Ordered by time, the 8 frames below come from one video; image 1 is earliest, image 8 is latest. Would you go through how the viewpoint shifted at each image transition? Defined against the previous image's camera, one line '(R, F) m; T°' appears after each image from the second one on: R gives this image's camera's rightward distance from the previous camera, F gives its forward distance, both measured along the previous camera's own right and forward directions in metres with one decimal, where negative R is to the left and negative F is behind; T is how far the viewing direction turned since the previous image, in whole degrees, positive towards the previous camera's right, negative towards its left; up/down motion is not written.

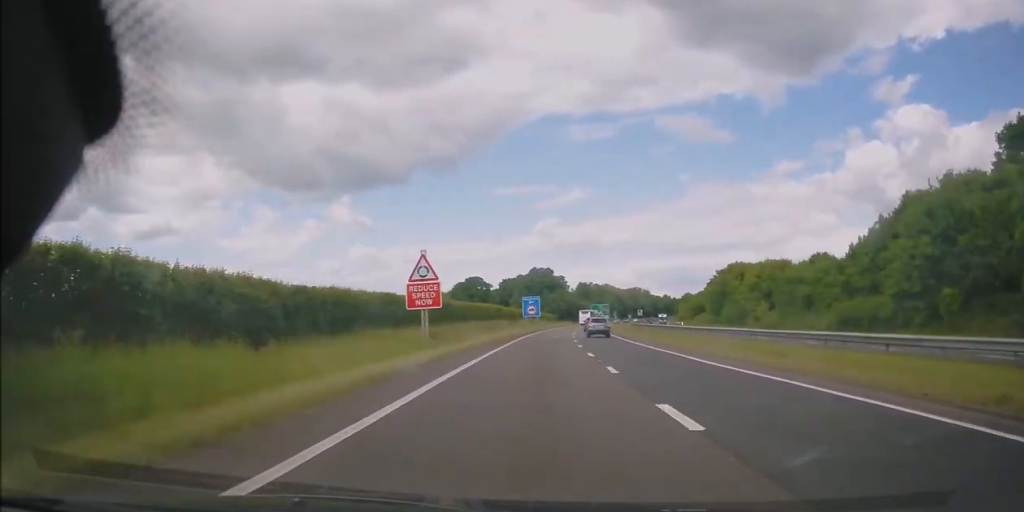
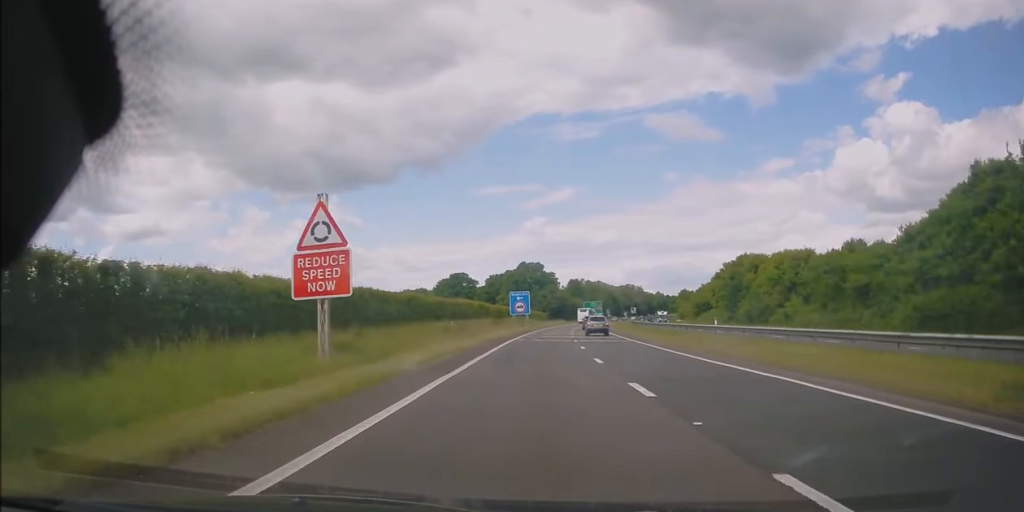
(+0.1, +12.1) m; +1°
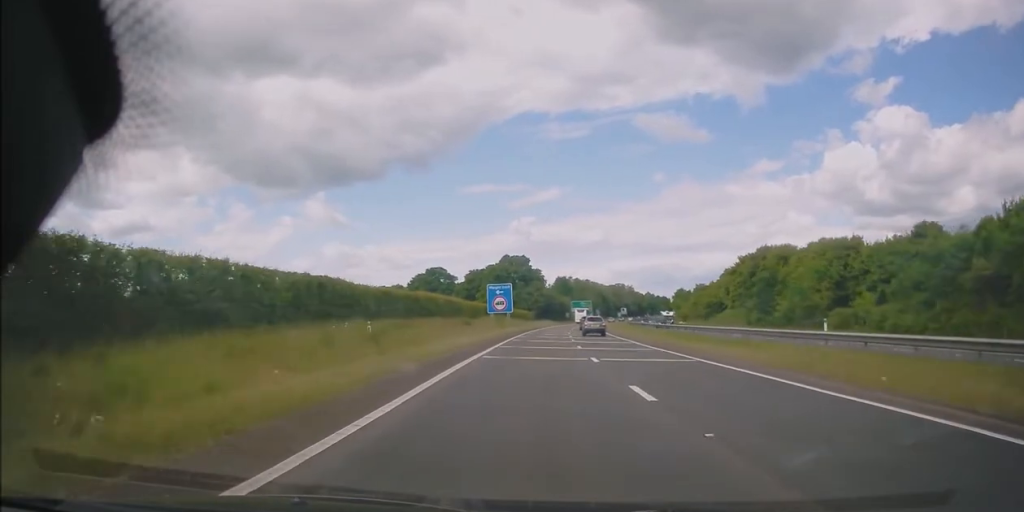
(+0.2, +17.2) m; +1°
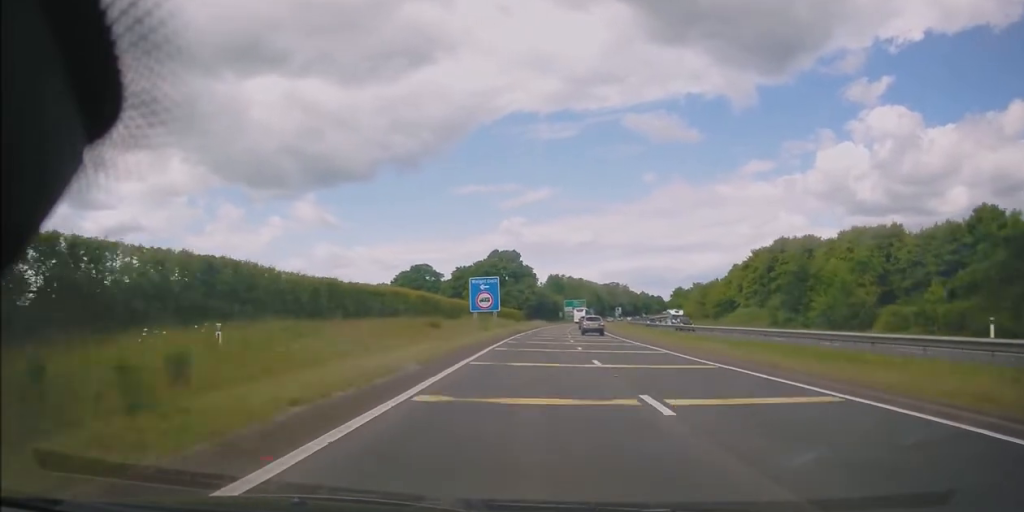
(0.0, +10.3) m; +1°
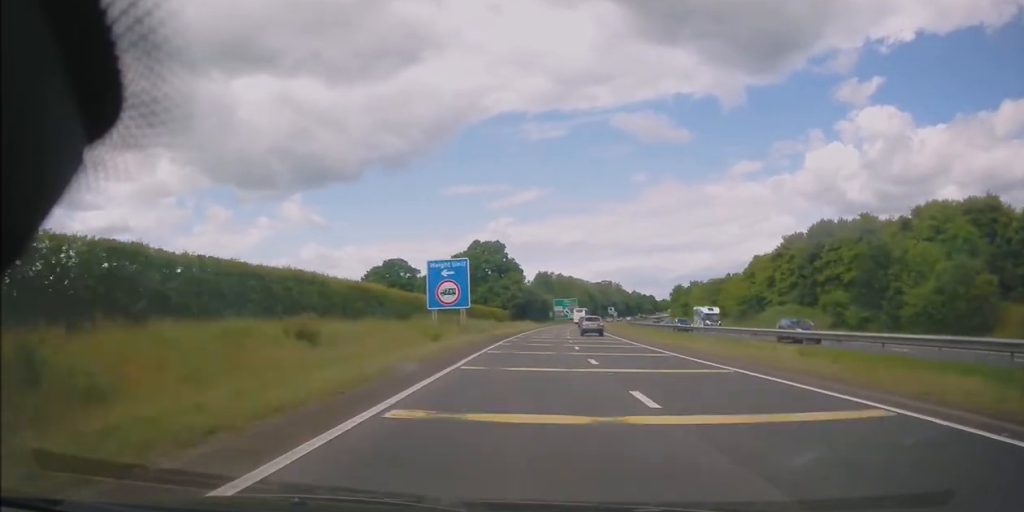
(+0.2, +17.0) m; +2°
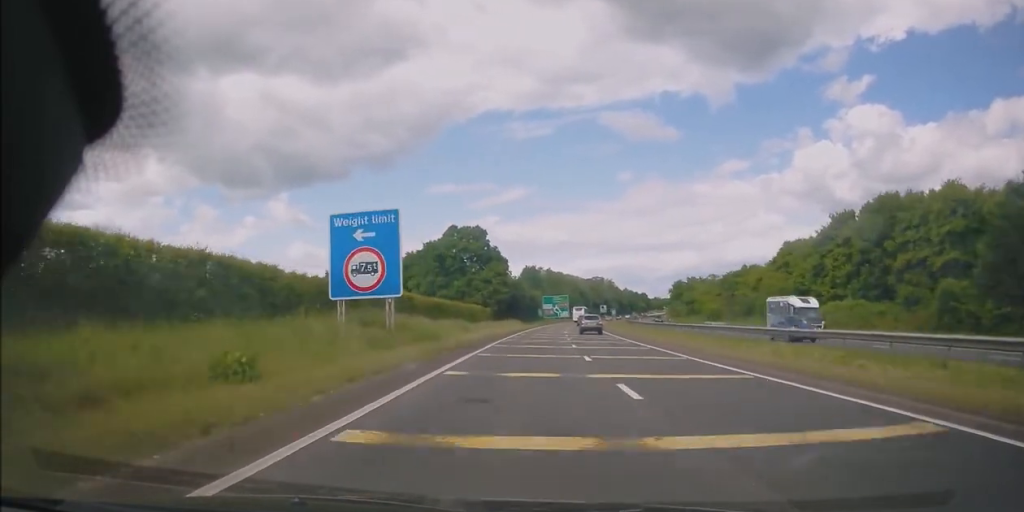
(+0.2, +16.7) m; +2°
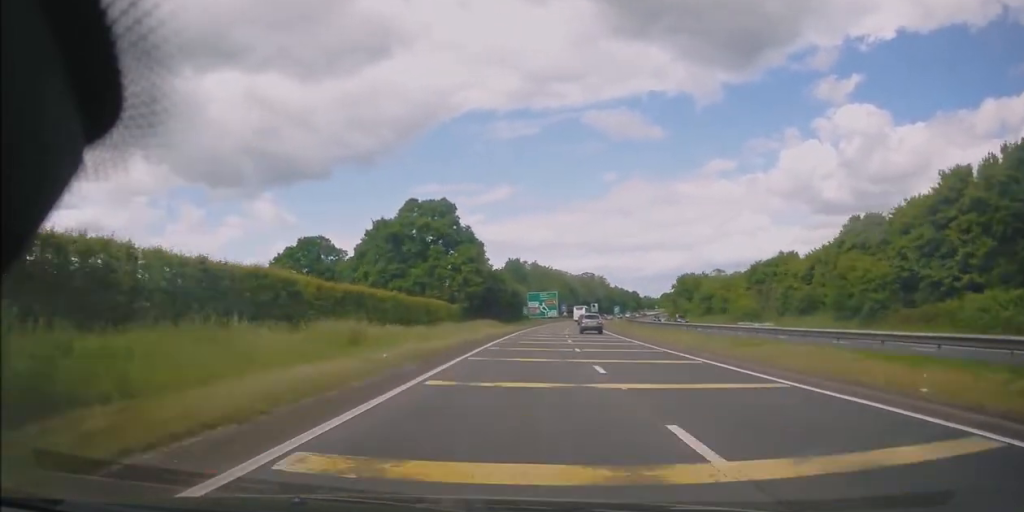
(+0.6, +22.1) m; +2°
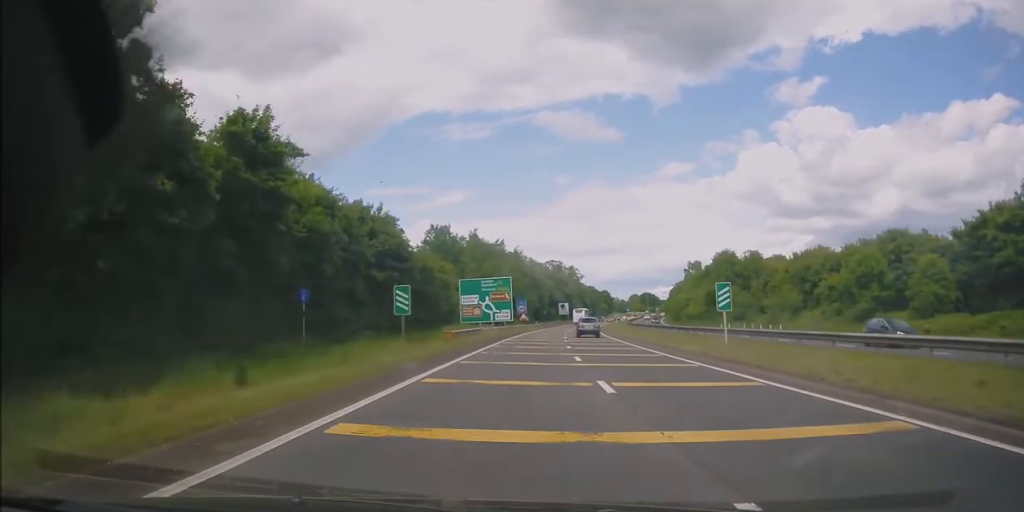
(+2.3, +64.4) m; +4°
